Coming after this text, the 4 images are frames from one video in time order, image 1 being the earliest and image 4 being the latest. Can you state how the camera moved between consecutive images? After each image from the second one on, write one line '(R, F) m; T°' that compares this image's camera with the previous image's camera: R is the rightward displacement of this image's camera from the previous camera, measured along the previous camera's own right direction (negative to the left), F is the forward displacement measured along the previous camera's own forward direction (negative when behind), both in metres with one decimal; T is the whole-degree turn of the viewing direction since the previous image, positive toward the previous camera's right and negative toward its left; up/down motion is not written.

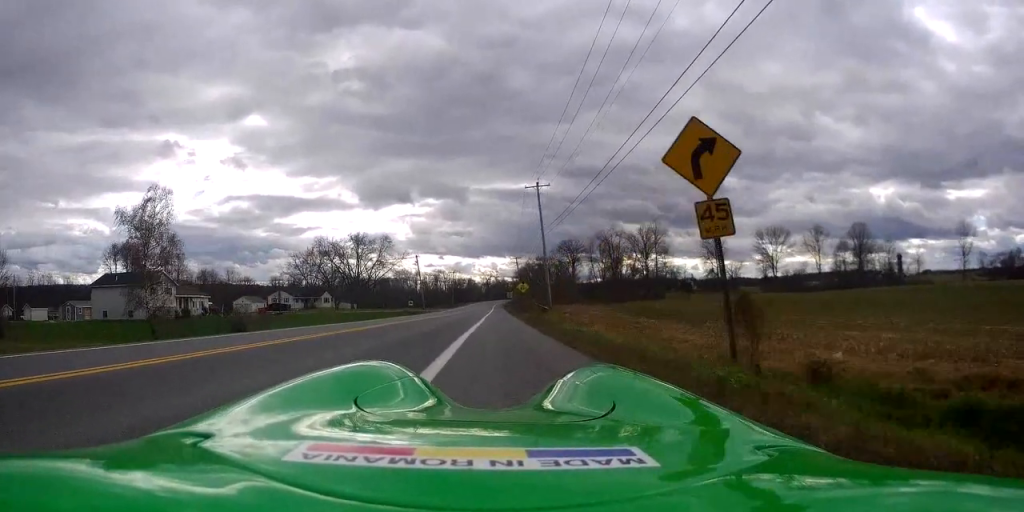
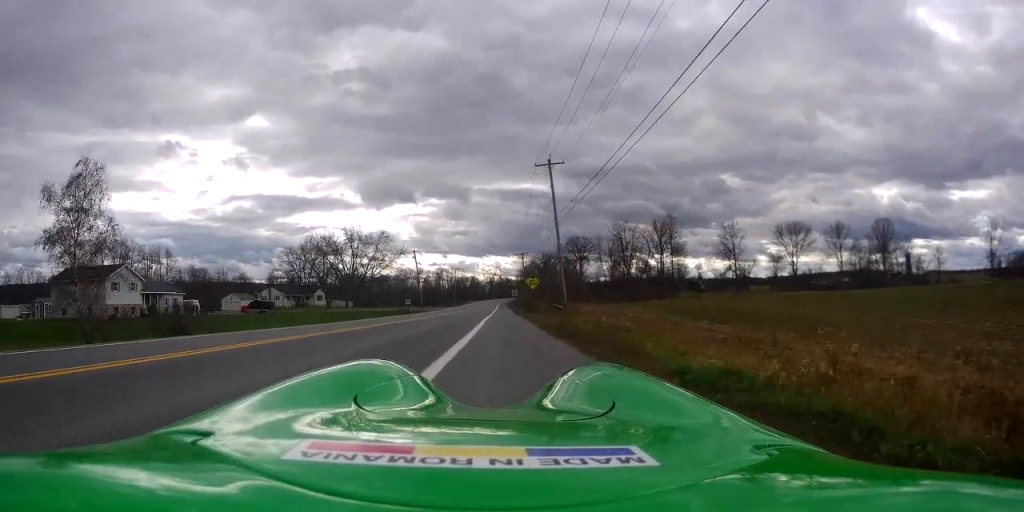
(-0.2, +9.4) m; -1°
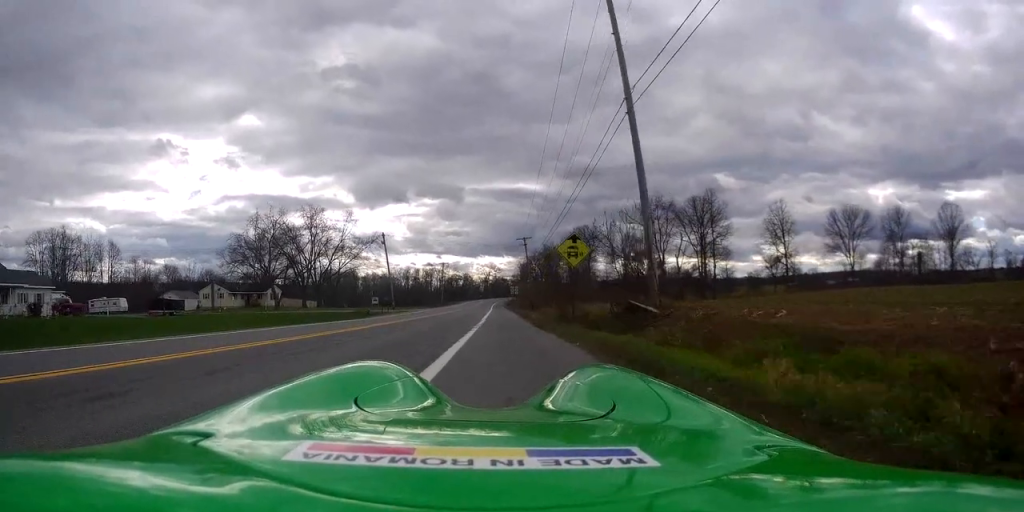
(-0.2, +27.7) m; +1°
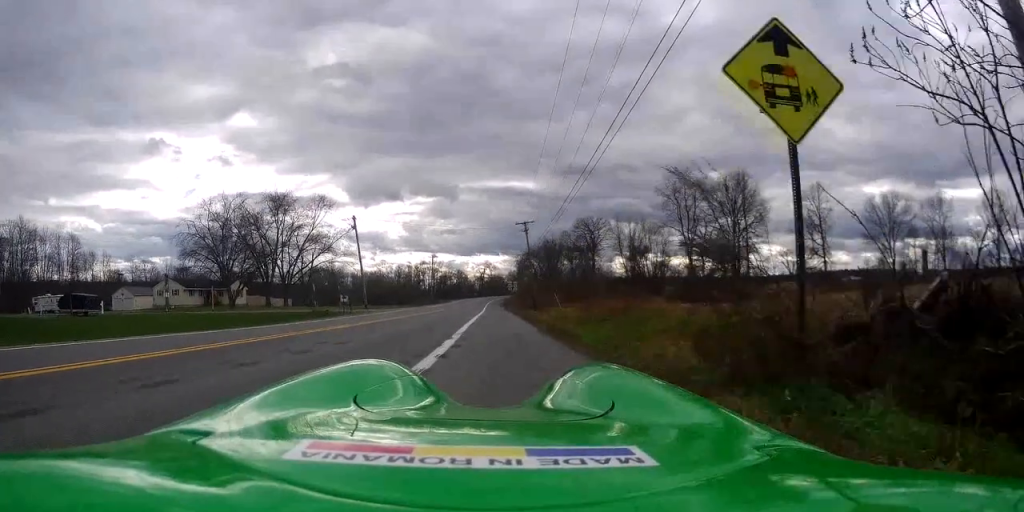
(+0.1, +16.0) m; -1°
